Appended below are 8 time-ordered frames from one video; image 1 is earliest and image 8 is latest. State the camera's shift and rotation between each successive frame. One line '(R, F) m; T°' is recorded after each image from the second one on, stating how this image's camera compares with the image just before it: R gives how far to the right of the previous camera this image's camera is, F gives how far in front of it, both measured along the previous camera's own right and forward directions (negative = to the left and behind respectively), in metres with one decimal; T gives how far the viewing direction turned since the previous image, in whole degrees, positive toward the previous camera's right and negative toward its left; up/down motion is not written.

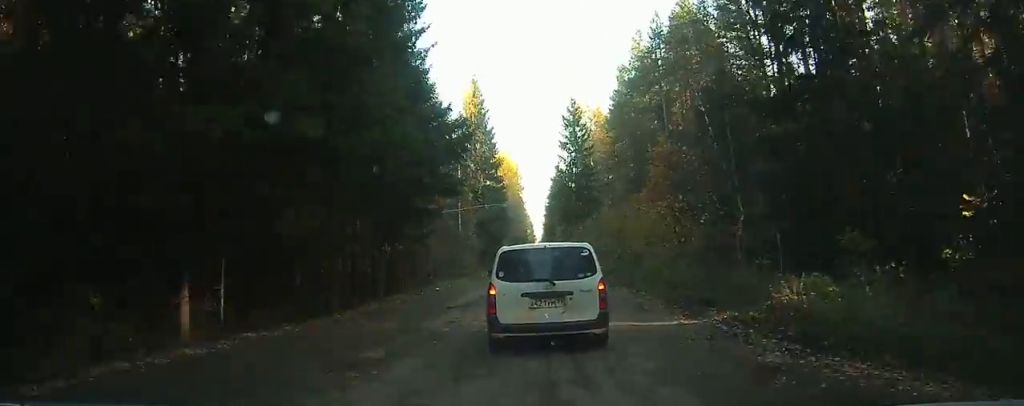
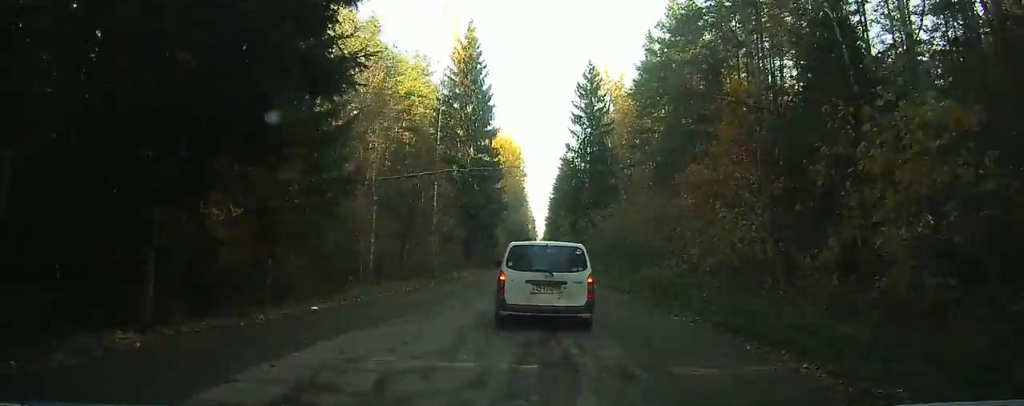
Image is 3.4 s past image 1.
(-0.4, +18.2) m; 0°
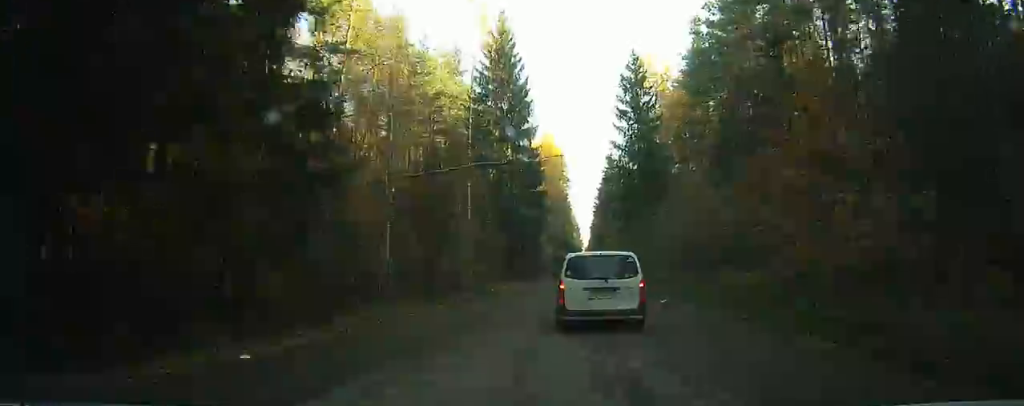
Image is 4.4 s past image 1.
(0.0, +5.7) m; +1°
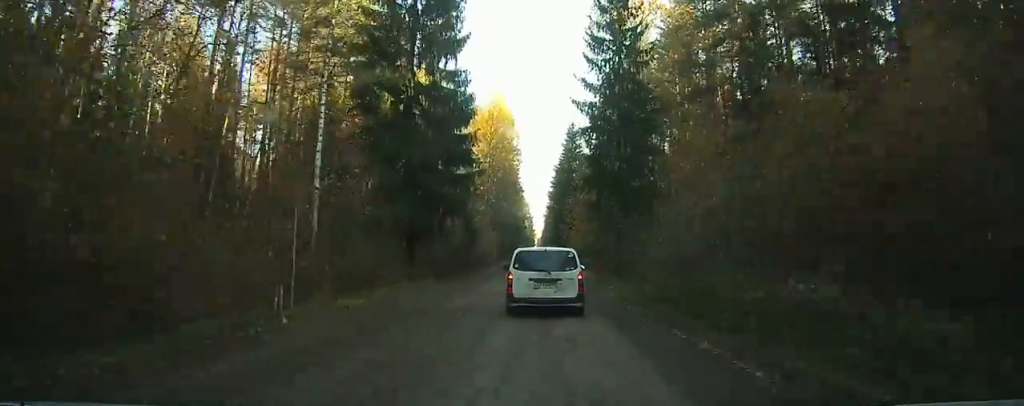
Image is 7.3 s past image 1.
(+0.4, +18.3) m; +5°
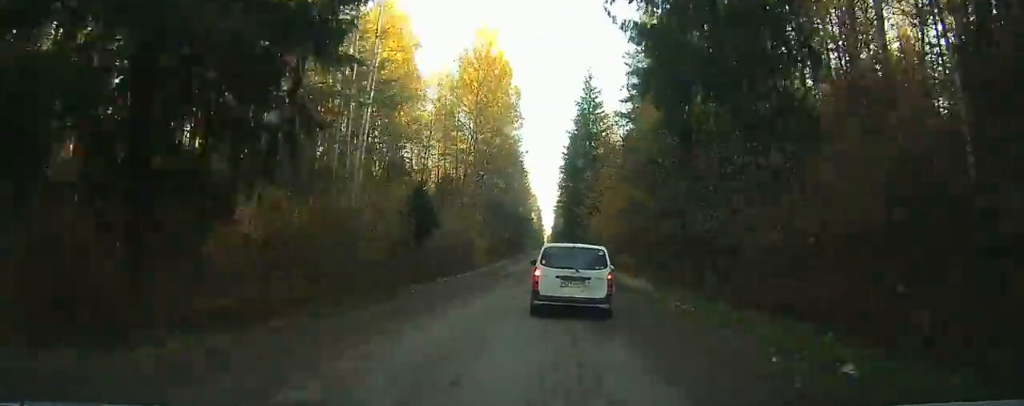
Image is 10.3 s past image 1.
(+1.1, +19.7) m; +2°
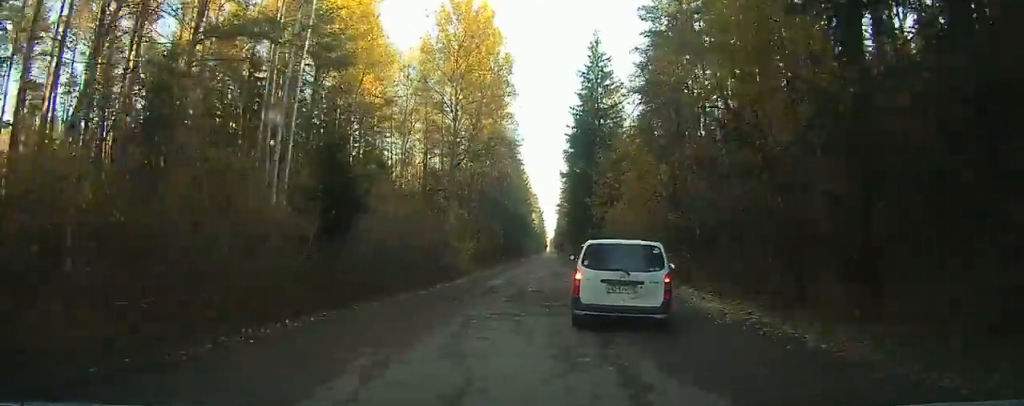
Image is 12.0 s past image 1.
(-0.5, +11.4) m; -2°
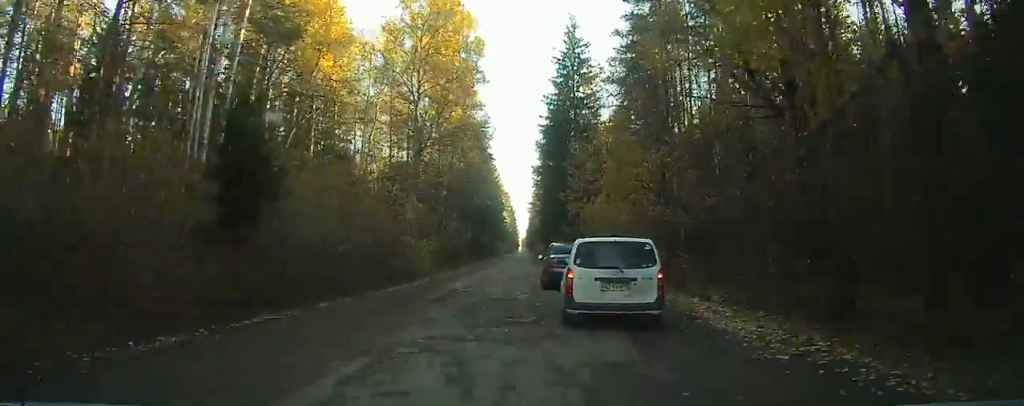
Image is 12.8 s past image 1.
(0.0, +4.7) m; +1°
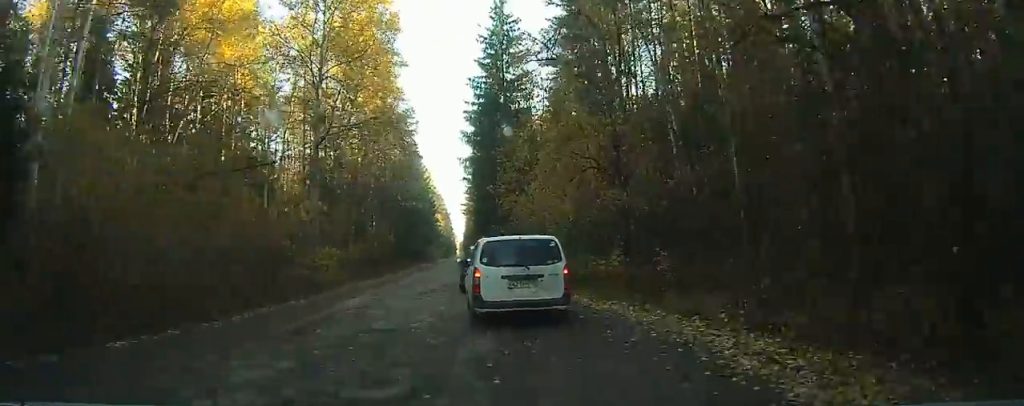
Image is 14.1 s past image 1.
(-0.1, +7.4) m; +2°
